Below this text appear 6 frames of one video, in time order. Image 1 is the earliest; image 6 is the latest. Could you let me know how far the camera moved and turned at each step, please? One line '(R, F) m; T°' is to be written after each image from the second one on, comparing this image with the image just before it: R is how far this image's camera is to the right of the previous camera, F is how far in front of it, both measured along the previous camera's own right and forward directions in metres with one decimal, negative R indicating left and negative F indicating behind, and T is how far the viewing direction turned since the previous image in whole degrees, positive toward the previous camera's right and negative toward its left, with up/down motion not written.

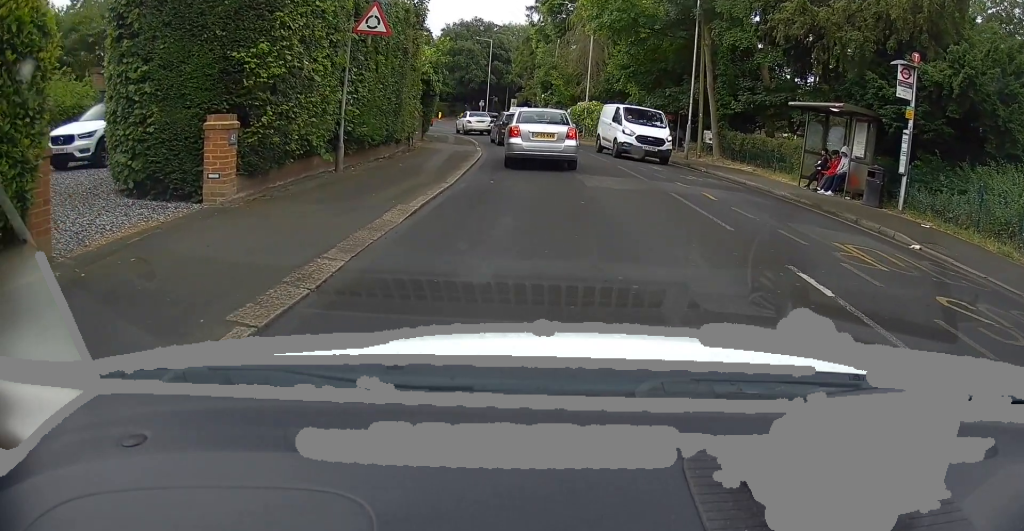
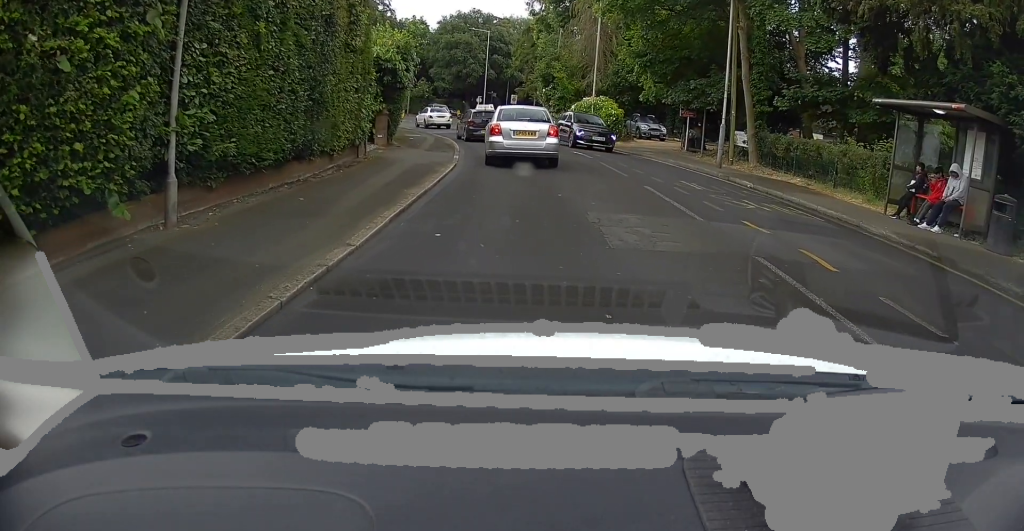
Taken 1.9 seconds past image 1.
(-0.1, +5.8) m; -5°
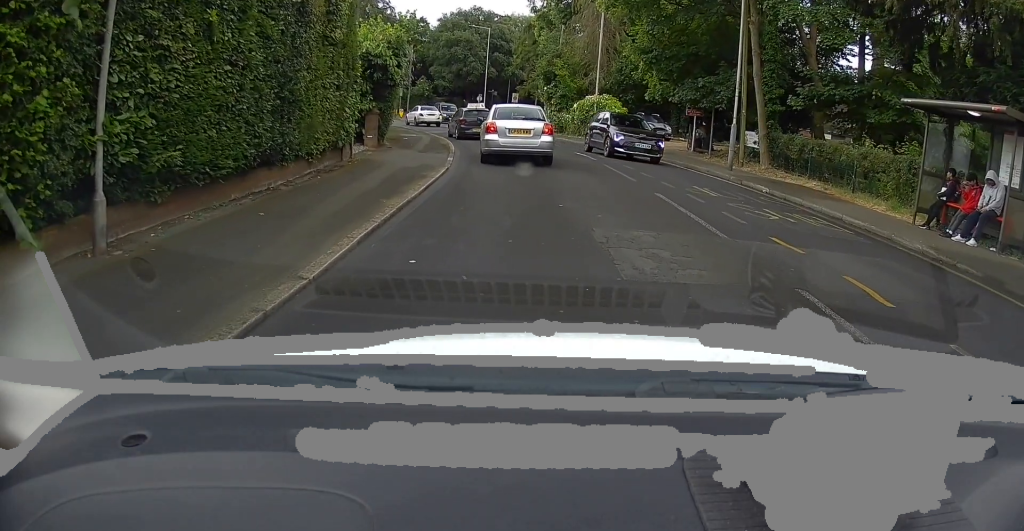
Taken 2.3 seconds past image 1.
(-0.1, +1.3) m; -1°
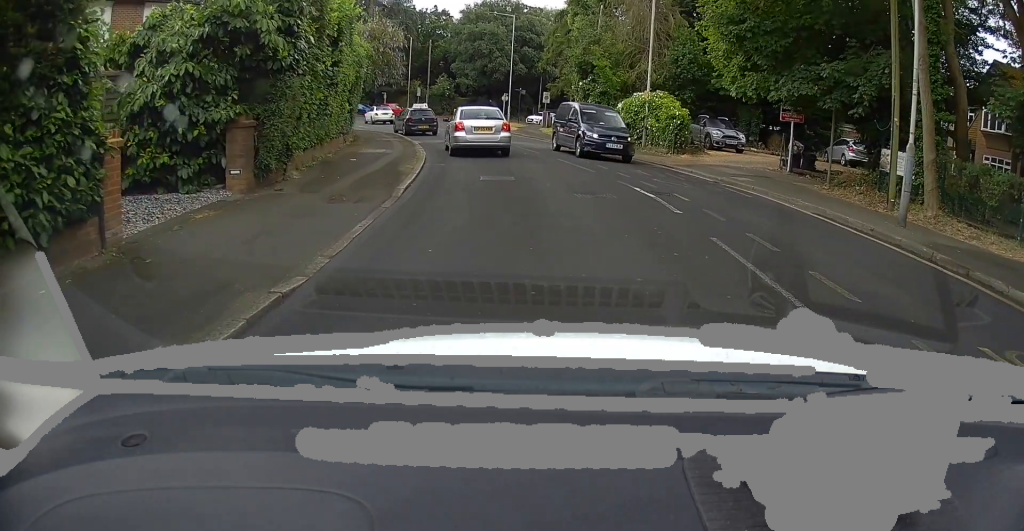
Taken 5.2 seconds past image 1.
(0.0, +9.5) m; -1°
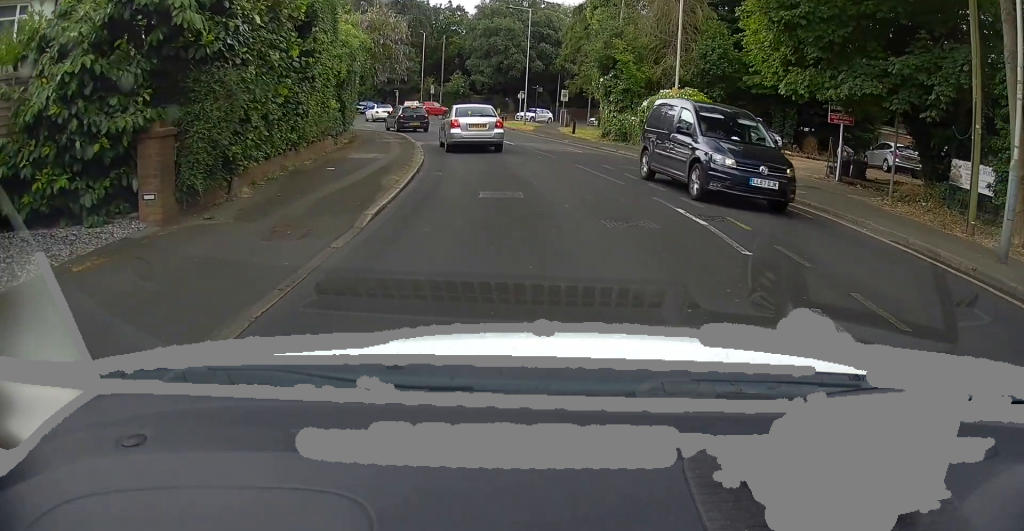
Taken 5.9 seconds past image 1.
(-0.1, +2.7) m; +1°
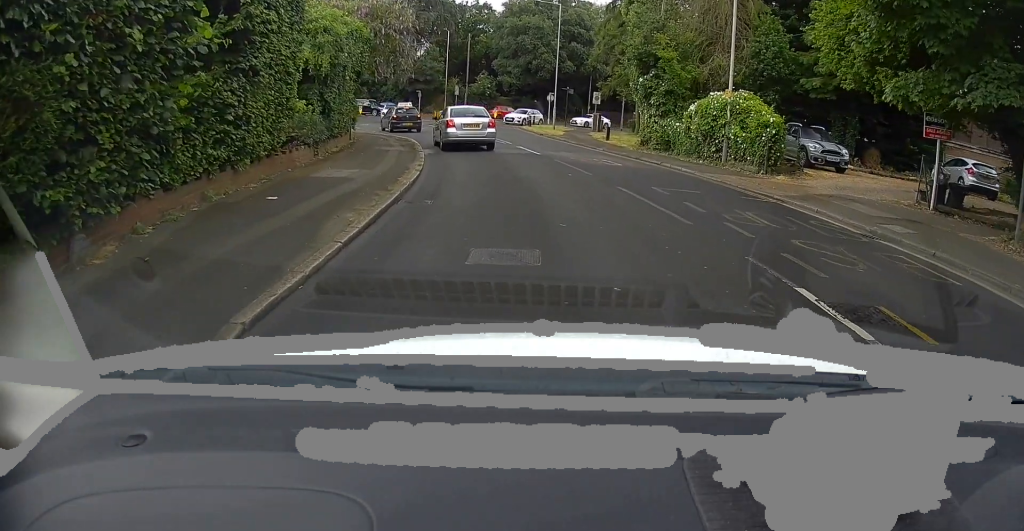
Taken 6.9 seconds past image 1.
(+0.2, +4.0) m; -4°
